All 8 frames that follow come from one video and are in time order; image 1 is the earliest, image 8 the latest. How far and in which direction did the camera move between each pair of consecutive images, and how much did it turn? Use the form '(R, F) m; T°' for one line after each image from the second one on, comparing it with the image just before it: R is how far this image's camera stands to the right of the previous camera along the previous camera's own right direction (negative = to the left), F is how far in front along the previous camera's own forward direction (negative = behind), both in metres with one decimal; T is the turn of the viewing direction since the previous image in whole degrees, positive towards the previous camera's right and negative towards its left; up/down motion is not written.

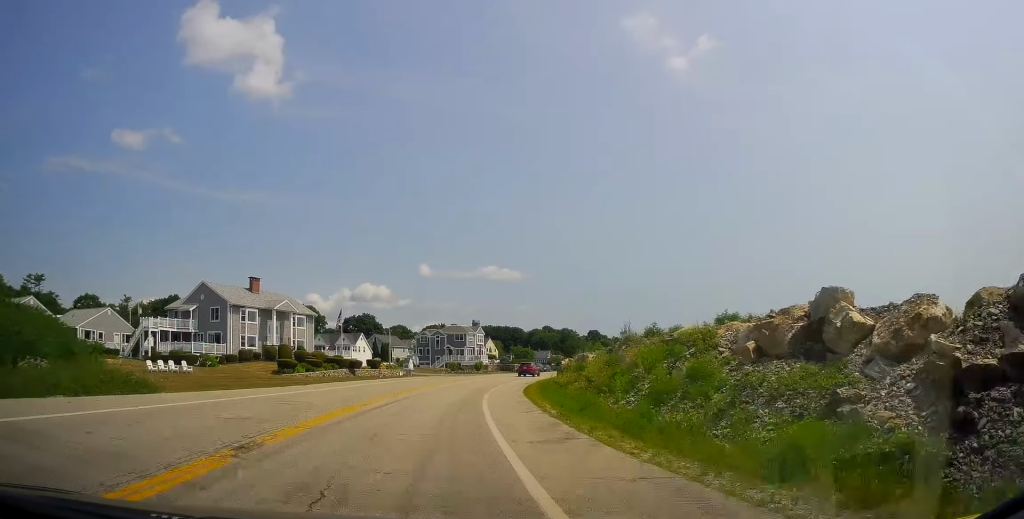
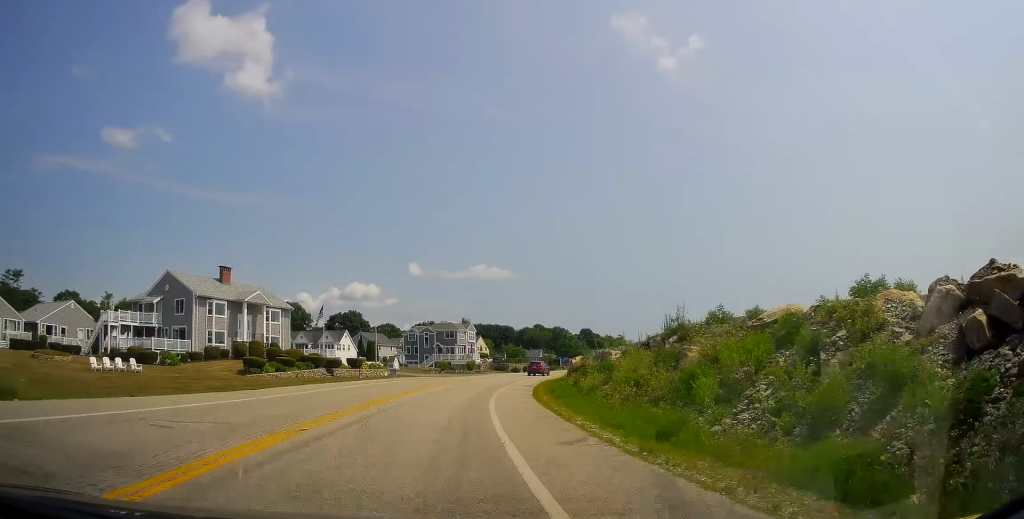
(+0.1, +6.7) m; +1°
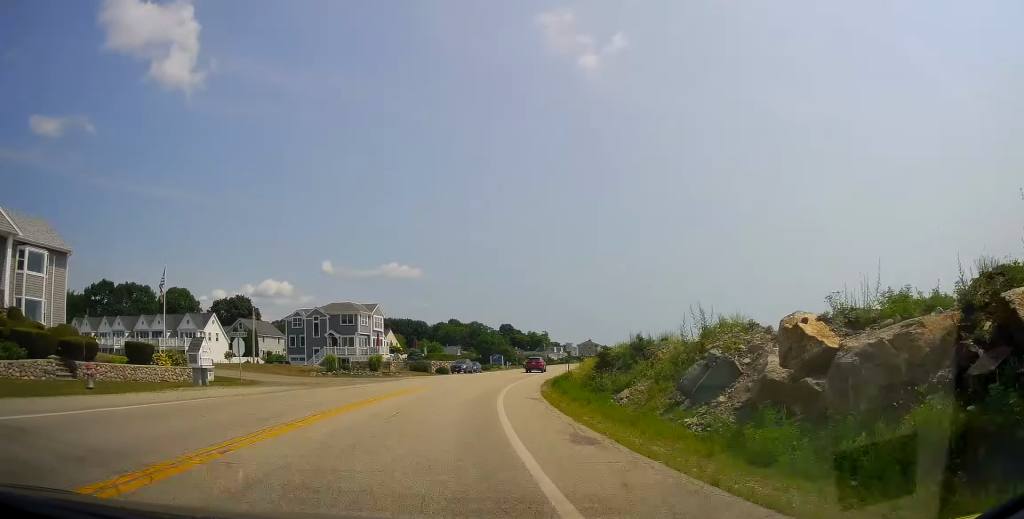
(+1.4, +30.1) m; +7°
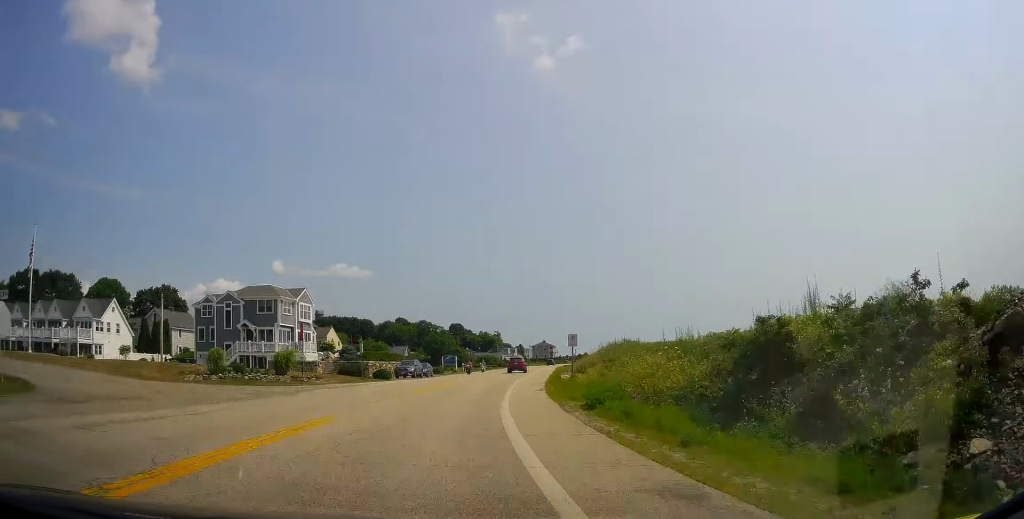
(+1.3, +16.2) m; +6°
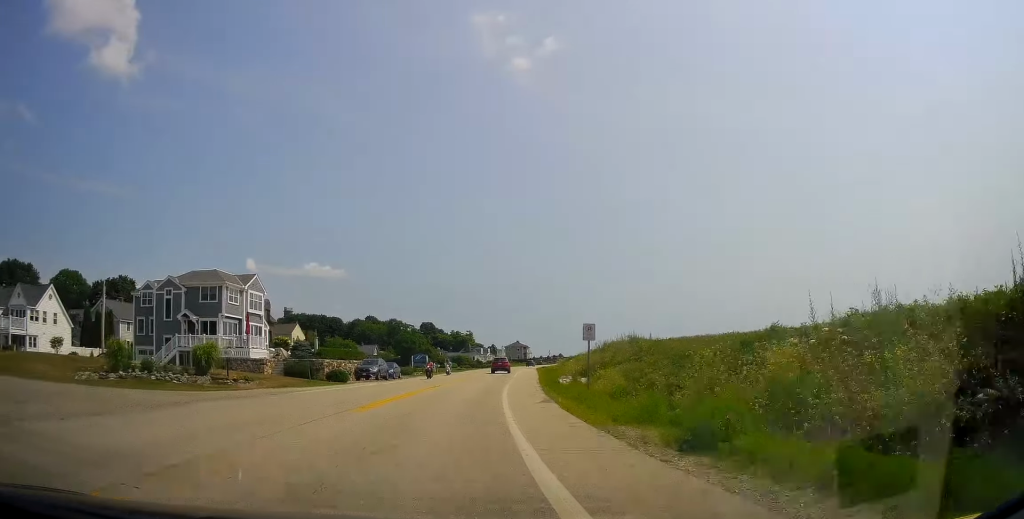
(+0.2, +8.4) m; +3°
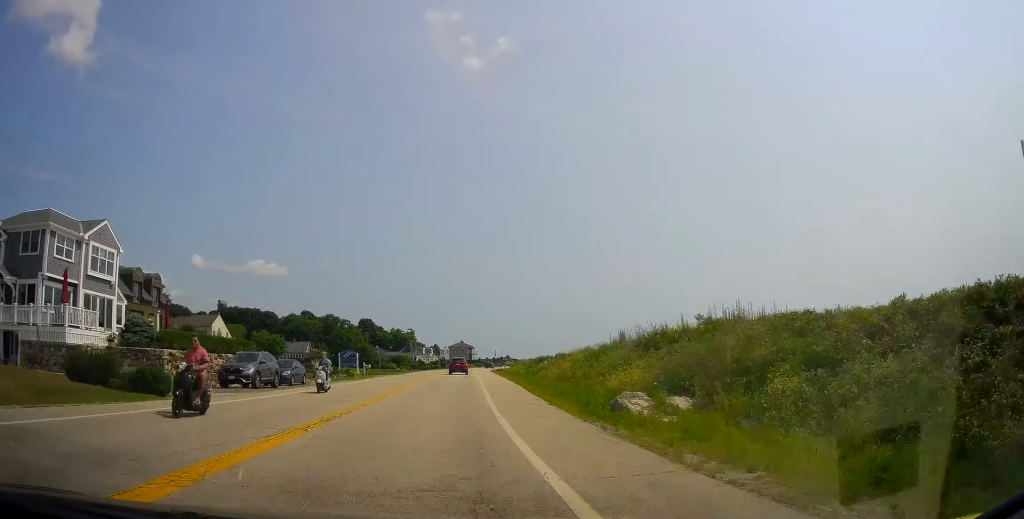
(+1.1, +19.0) m; +4°
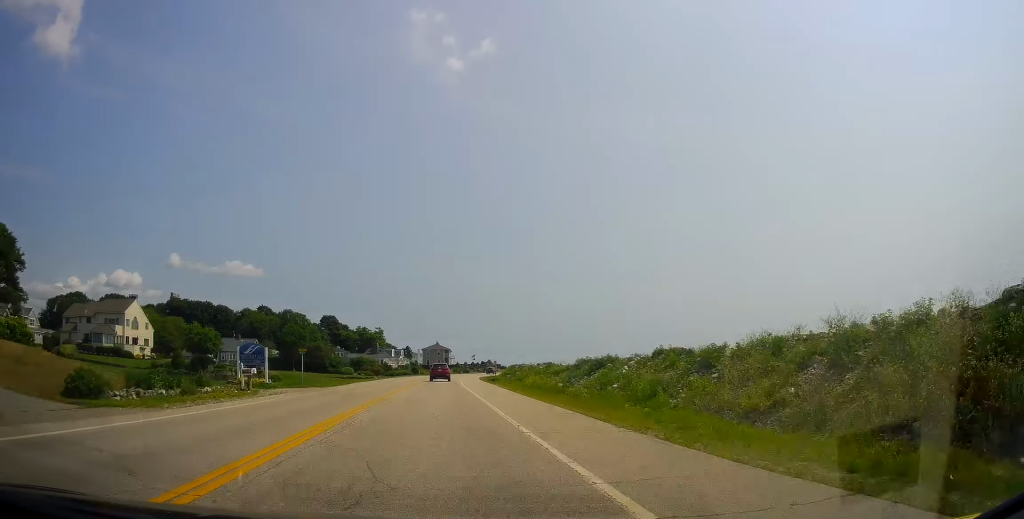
(+0.7, +29.8) m; +4°
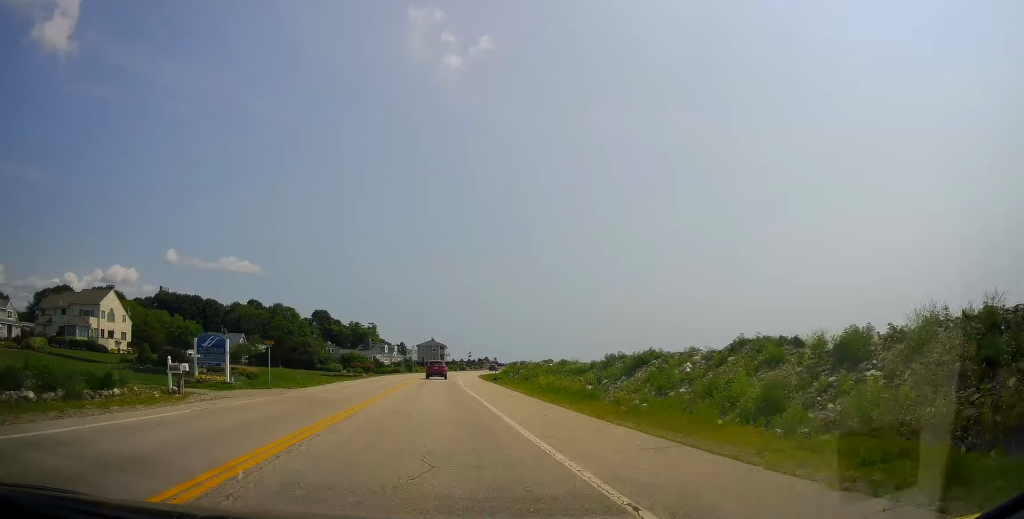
(+0.5, +7.3) m; +1°
